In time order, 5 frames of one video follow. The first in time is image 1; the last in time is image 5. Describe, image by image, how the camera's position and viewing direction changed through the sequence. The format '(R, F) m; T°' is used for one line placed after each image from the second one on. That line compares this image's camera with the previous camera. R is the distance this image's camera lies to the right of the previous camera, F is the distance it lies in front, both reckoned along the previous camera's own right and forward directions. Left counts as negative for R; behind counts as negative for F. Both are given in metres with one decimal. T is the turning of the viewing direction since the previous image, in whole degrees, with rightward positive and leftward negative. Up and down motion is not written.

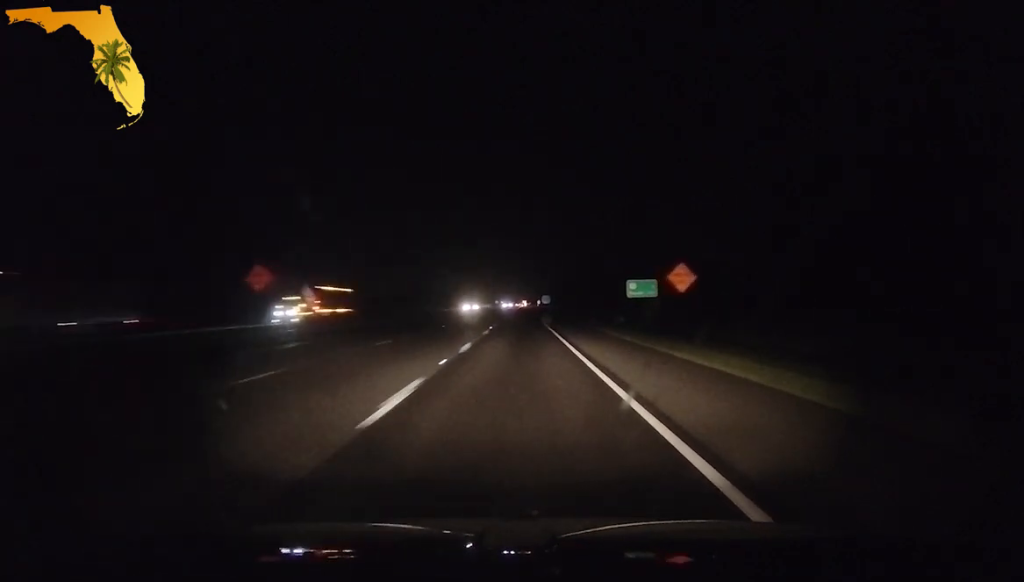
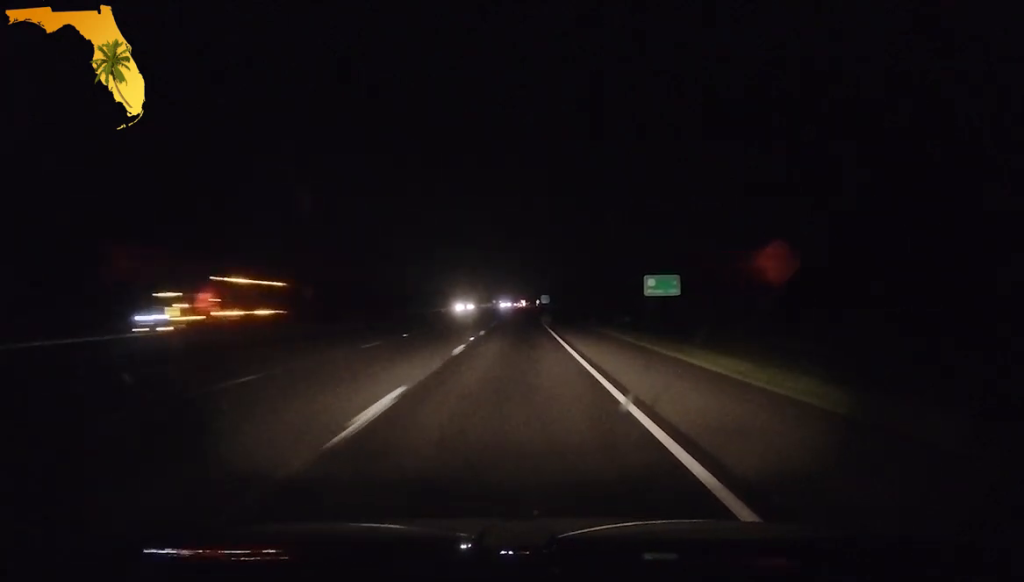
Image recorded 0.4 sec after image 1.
(0.0, +13.3) m; 0°
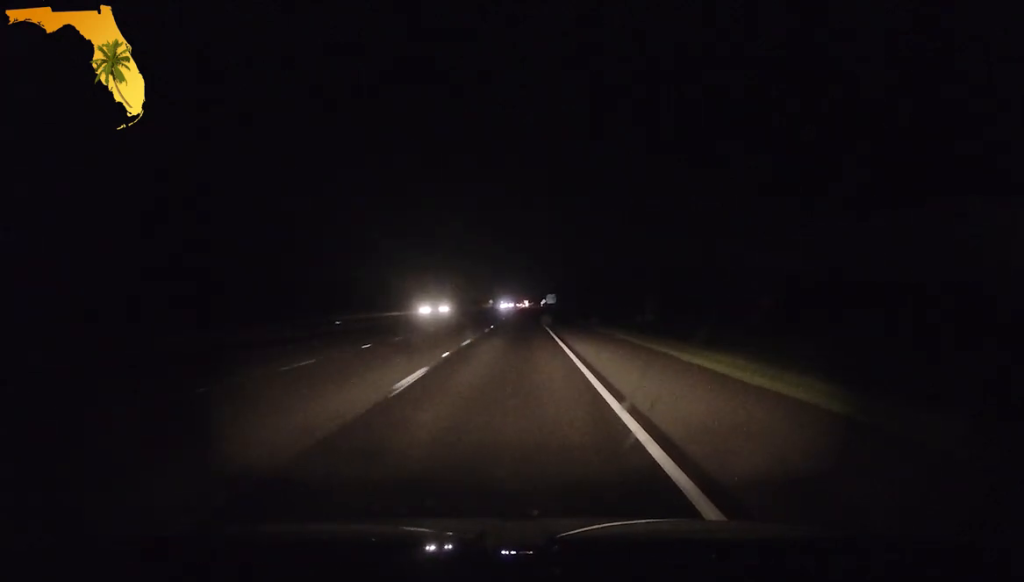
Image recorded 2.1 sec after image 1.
(-0.3, +57.0) m; -1°
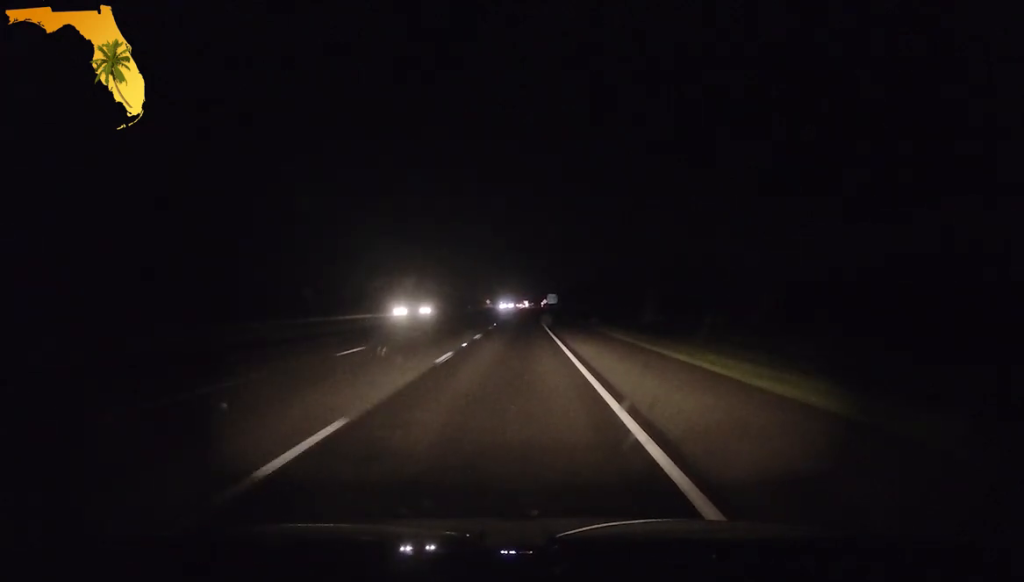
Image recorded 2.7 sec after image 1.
(0.0, +19.0) m; 0°
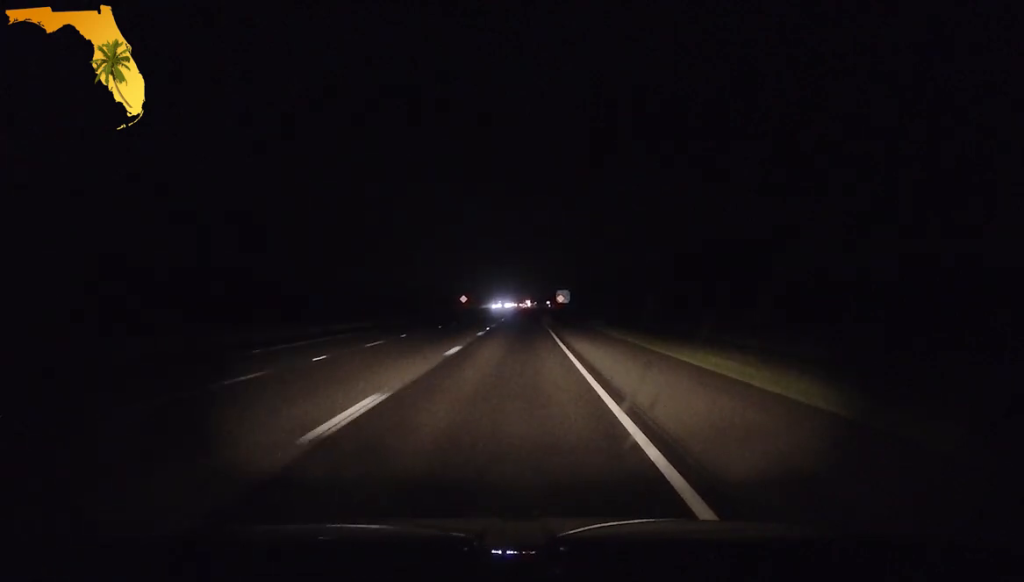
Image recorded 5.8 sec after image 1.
(-0.9, +106.5) m; -1°
